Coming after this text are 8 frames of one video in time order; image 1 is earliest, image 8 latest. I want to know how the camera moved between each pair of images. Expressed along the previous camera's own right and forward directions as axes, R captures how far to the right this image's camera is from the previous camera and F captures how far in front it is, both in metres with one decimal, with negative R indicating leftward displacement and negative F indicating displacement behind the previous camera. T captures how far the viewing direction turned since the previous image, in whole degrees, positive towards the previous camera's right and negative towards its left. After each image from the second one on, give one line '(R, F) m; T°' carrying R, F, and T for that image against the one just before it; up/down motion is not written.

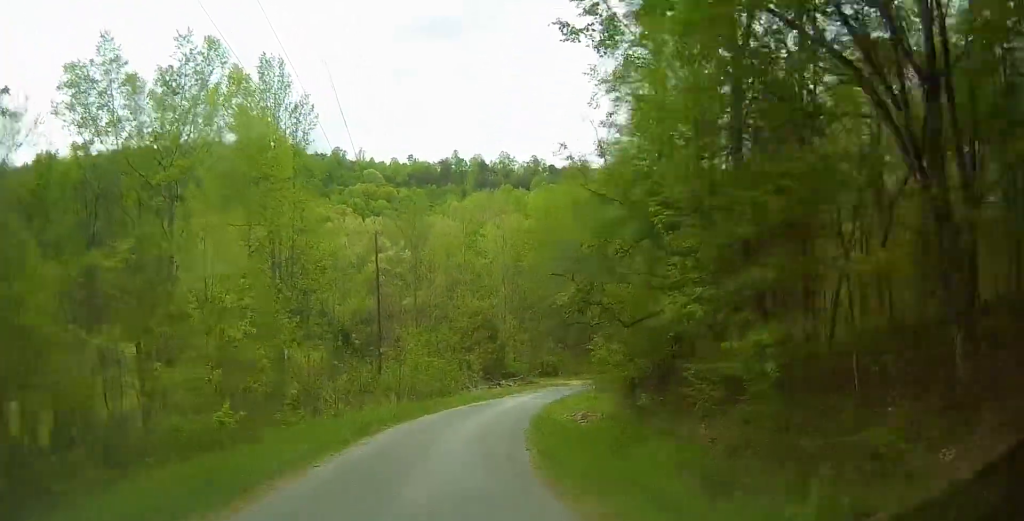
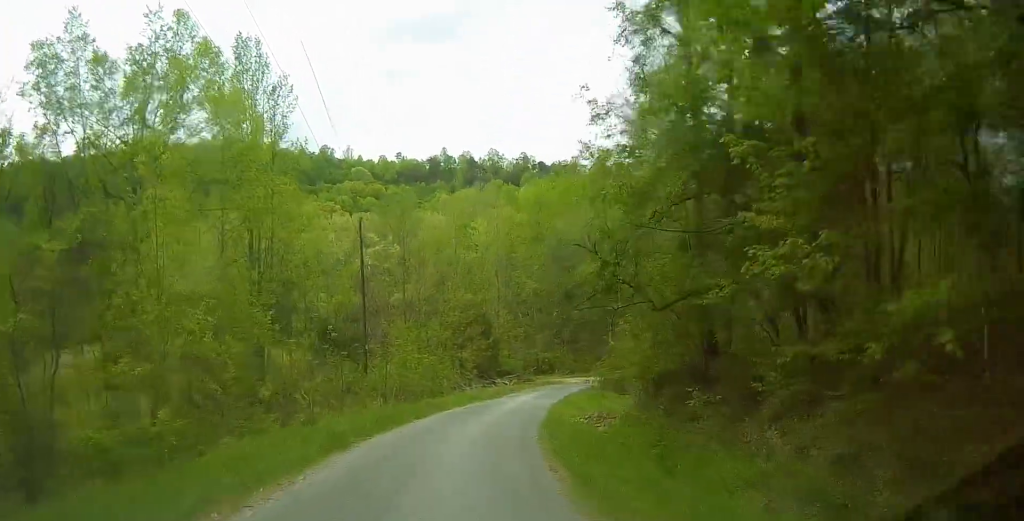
(-0.1, +3.5) m; -1°
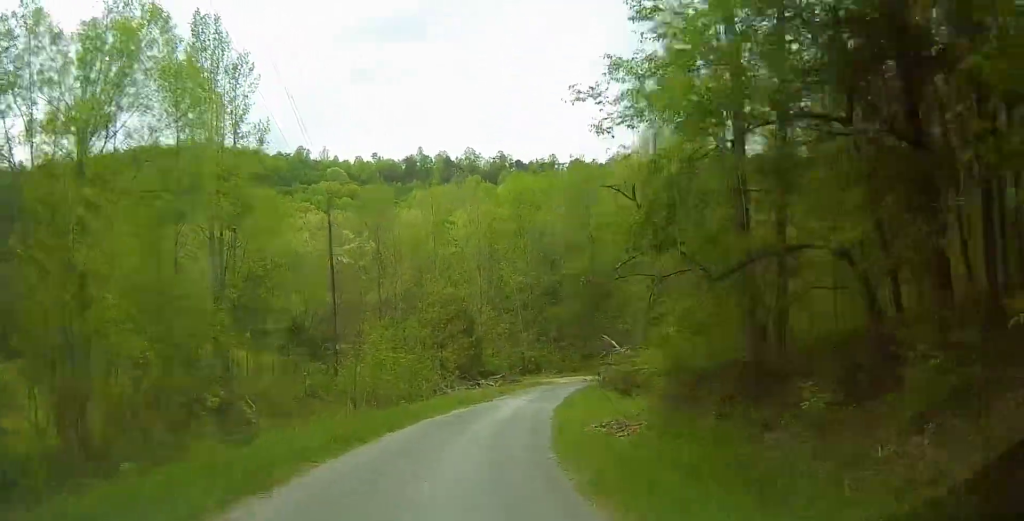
(0.0, +4.3) m; +1°
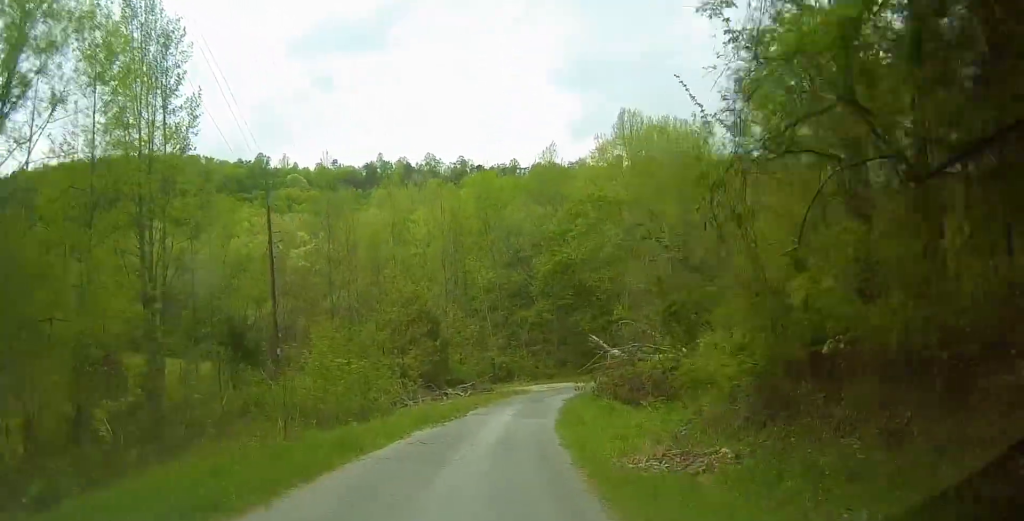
(-0.1, +6.3) m; +5°
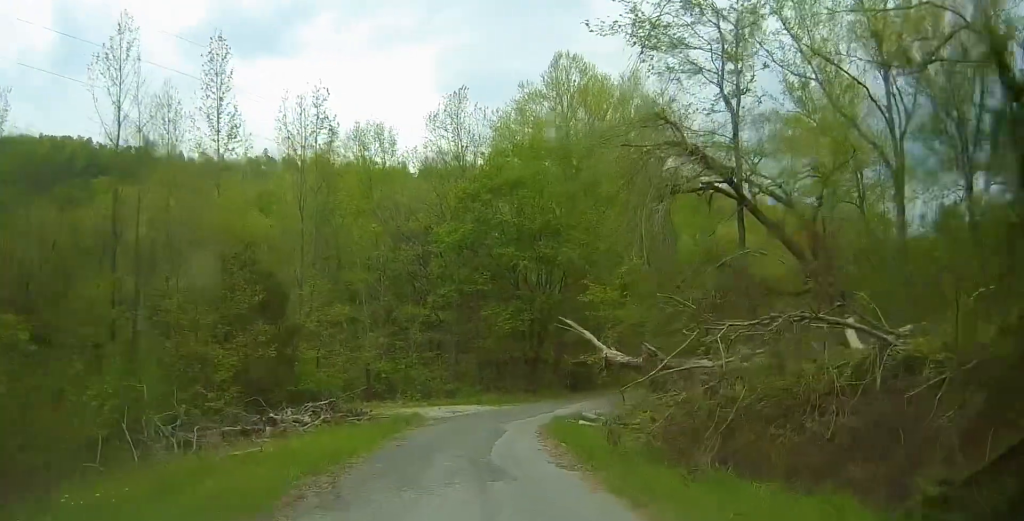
(+1.7, +19.1) m; +8°
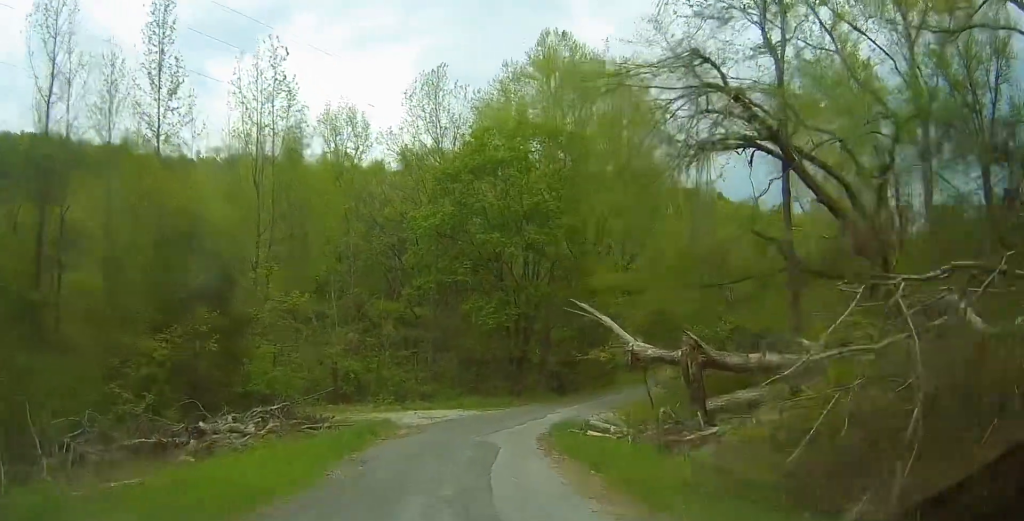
(+0.1, +4.8) m; +5°
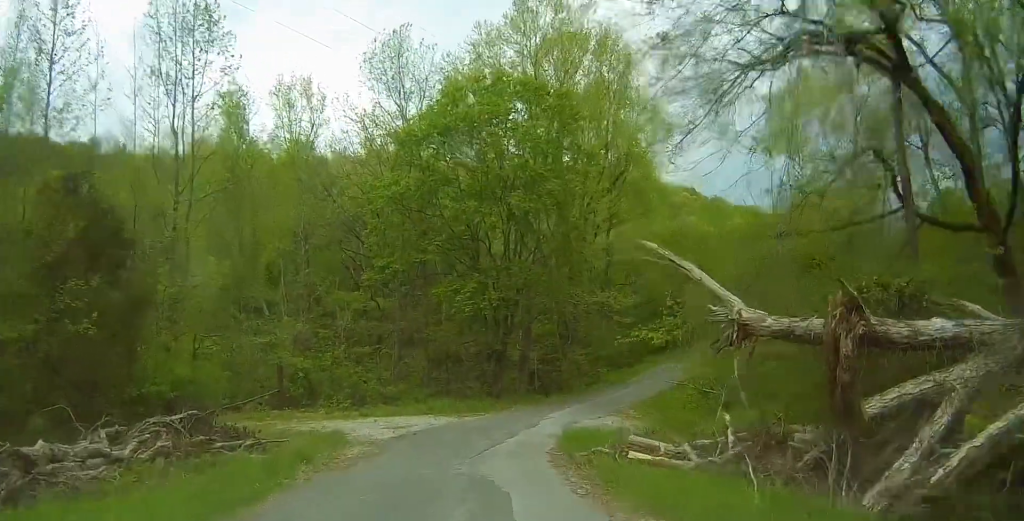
(+0.5, +6.6) m; +12°
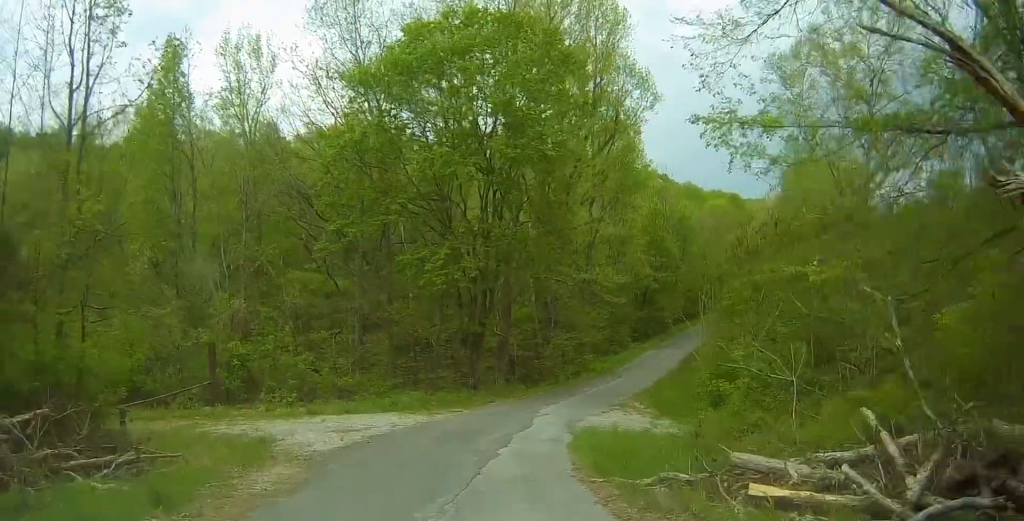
(+0.8, +5.9) m; +8°
